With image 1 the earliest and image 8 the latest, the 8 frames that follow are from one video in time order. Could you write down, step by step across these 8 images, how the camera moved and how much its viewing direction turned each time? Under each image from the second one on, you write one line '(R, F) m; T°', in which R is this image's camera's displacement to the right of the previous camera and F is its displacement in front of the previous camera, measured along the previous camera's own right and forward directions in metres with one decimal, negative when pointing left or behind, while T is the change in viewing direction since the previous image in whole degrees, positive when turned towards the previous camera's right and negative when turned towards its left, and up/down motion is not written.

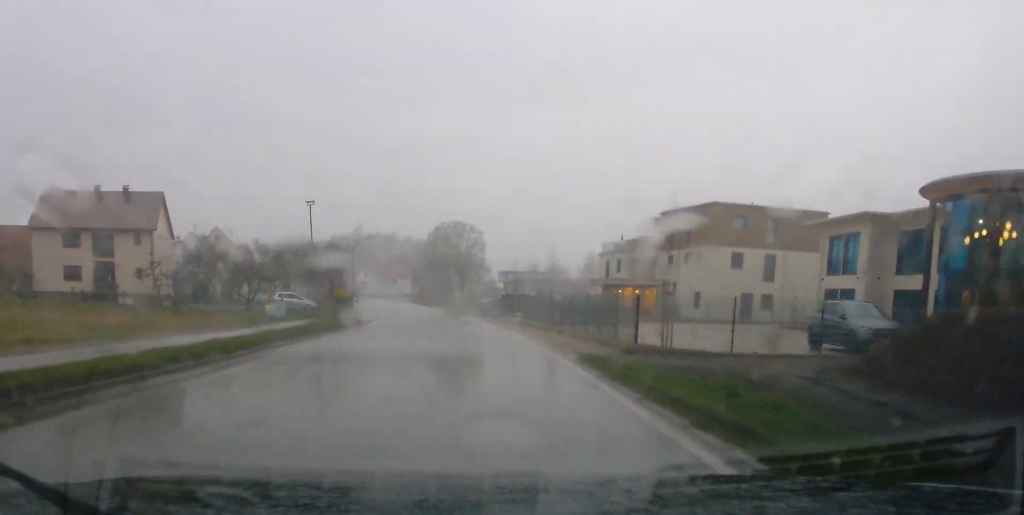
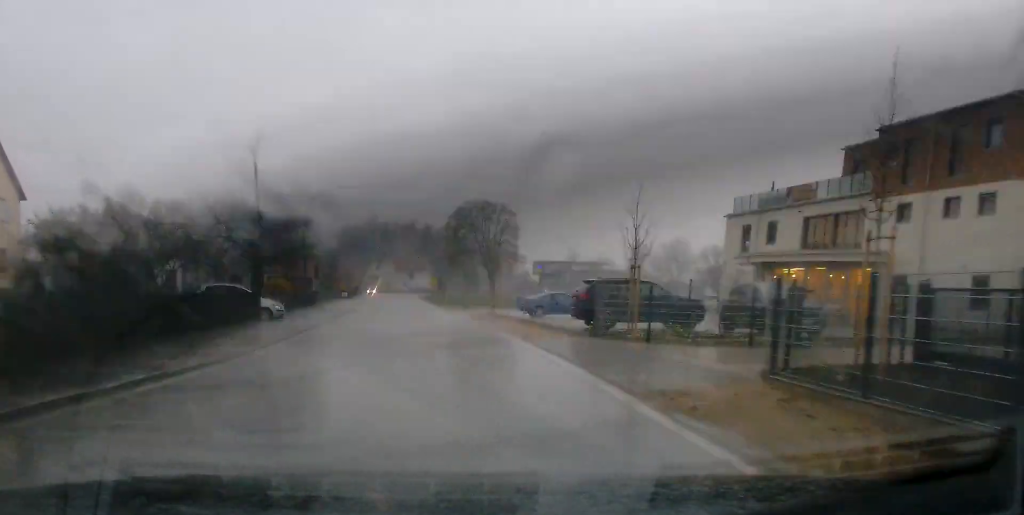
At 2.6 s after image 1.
(-0.5, +36.2) m; -2°
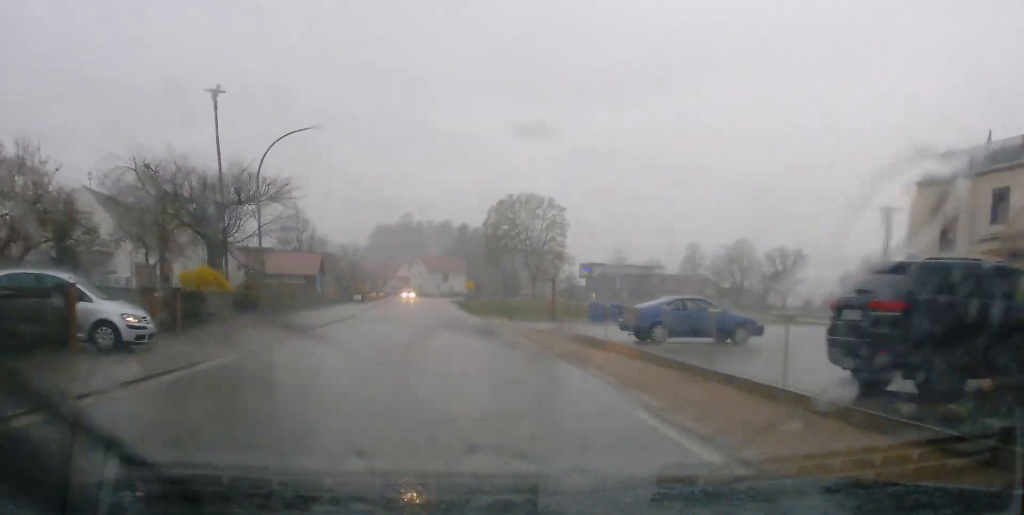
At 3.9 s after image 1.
(-0.3, +18.3) m; -2°
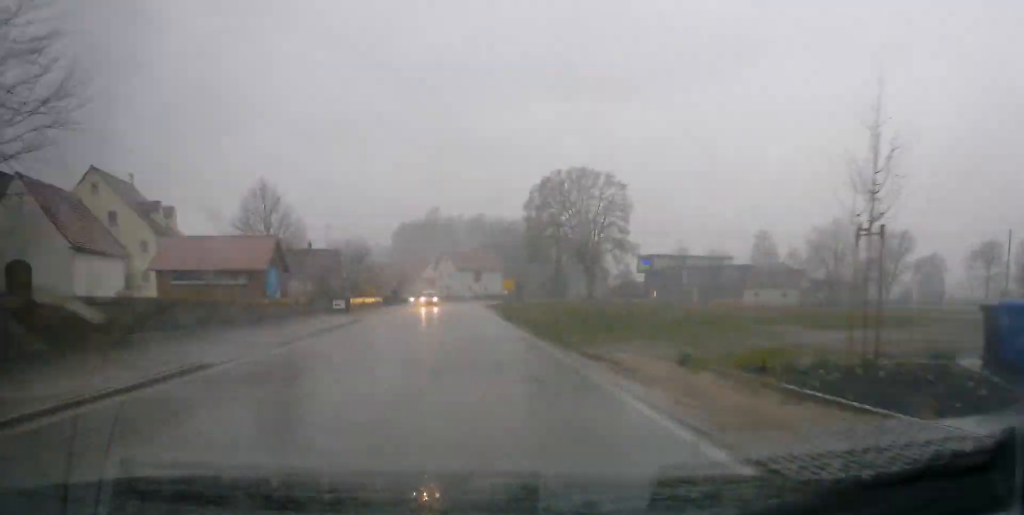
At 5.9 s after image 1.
(-0.3, +27.0) m; -2°
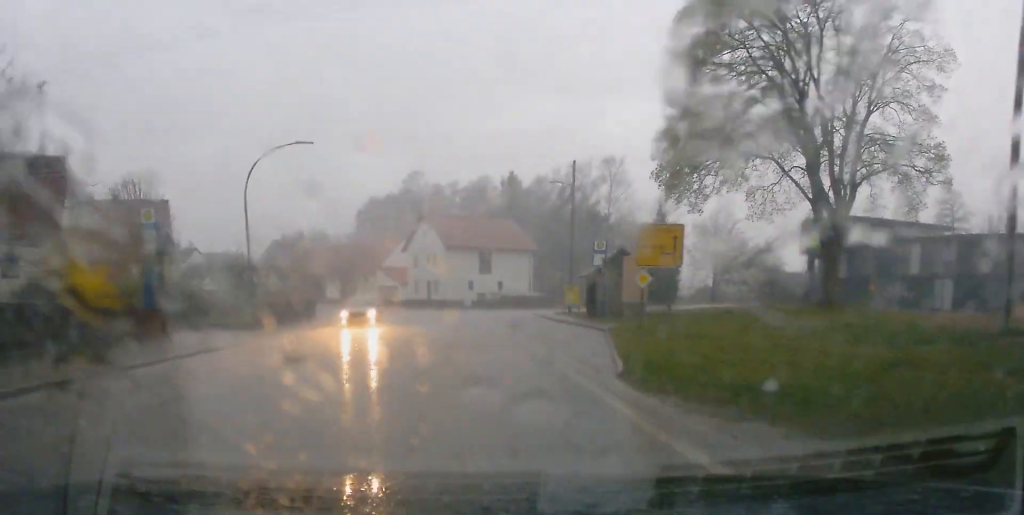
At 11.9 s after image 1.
(-1.0, +74.0) m; 0°
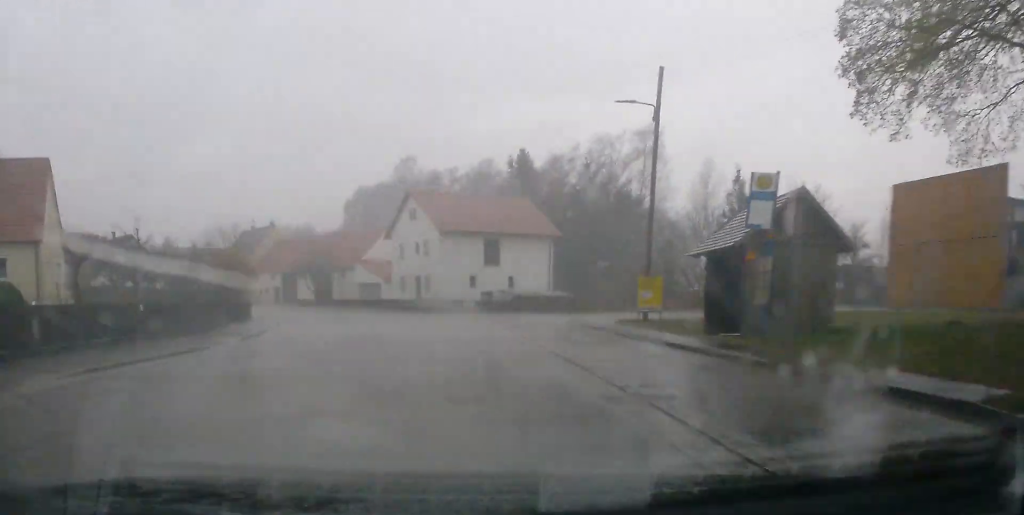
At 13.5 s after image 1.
(-0.1, +20.1) m; -2°
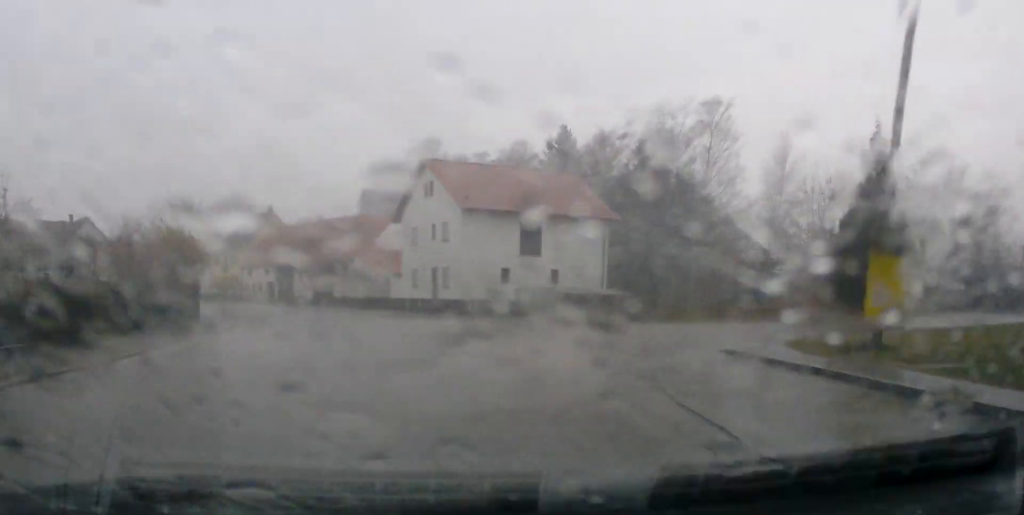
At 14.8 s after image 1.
(+0.2, +14.9) m; -3°
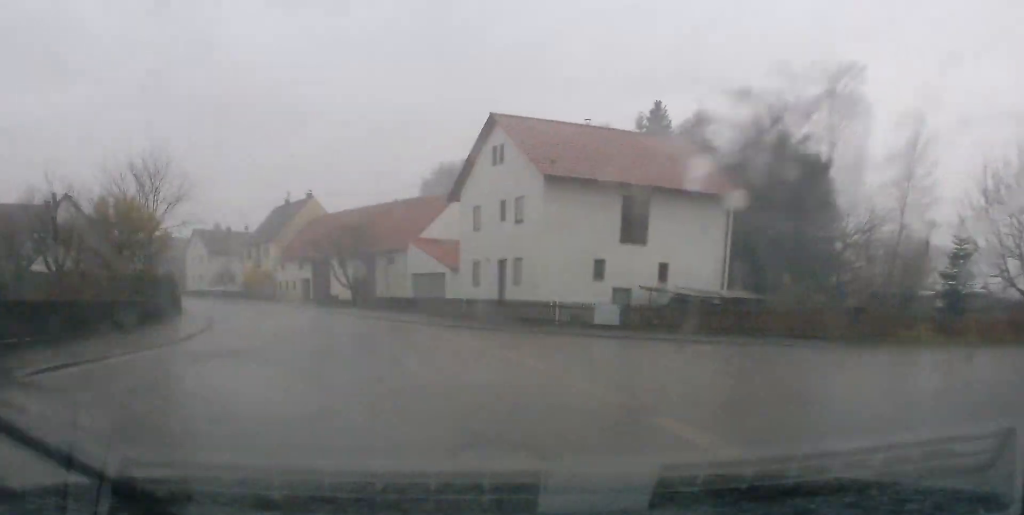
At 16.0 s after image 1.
(-0.9, +13.4) m; -6°
